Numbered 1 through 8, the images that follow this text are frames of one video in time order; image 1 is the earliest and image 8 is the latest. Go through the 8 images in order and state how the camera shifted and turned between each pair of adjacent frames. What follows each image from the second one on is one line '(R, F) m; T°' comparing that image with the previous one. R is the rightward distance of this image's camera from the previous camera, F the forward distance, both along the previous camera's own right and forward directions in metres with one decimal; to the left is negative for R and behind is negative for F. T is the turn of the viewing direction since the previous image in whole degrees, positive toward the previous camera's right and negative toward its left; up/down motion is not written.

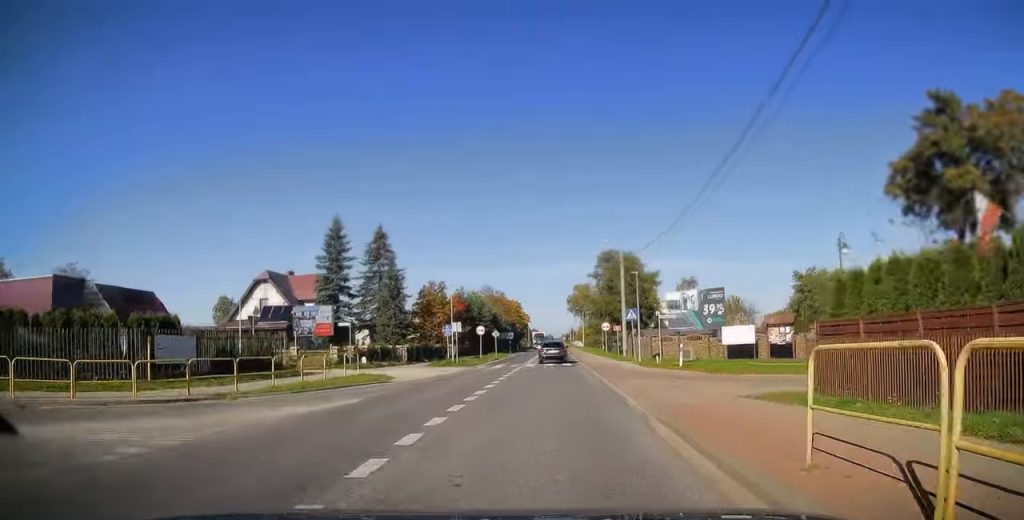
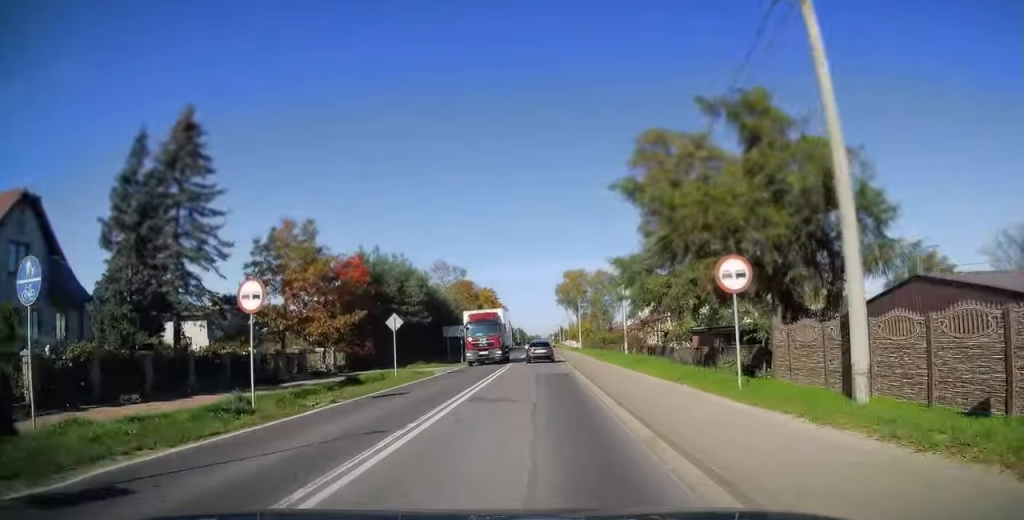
(+0.7, +37.7) m; +2°
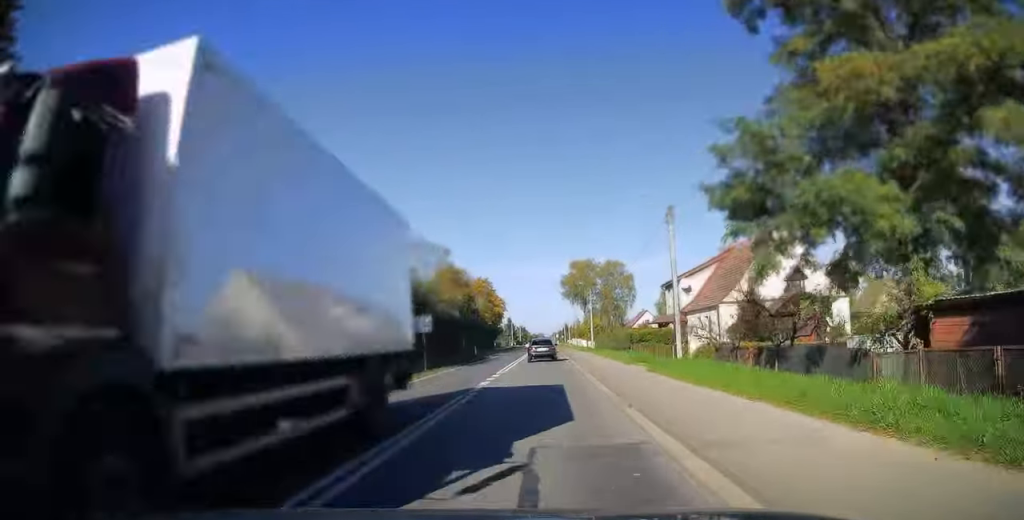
(0.0, +16.9) m; 0°
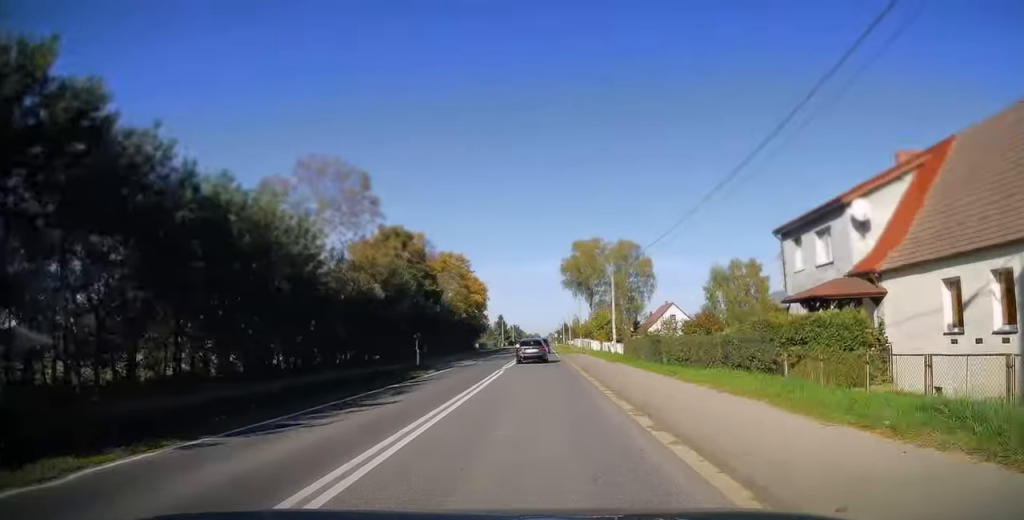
(+0.1, +28.5) m; 0°
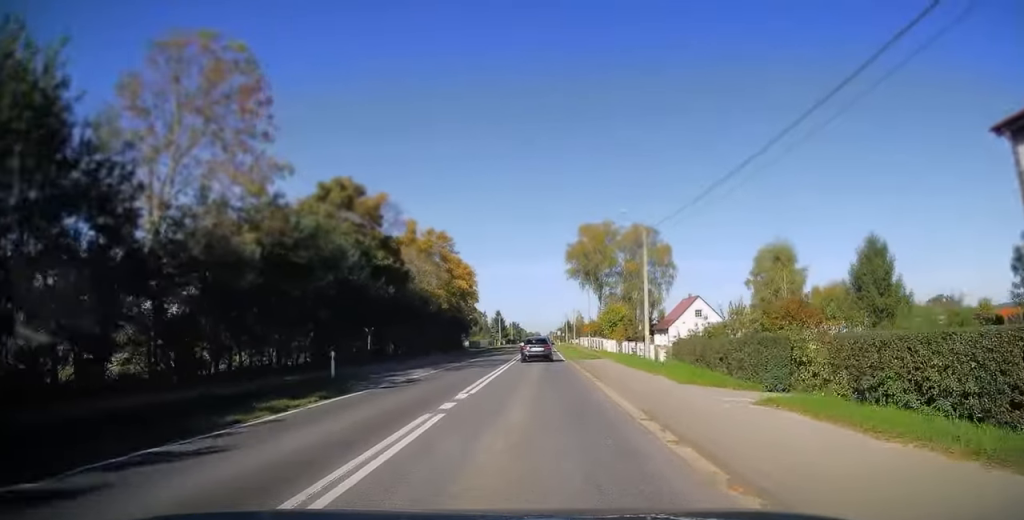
(0.0, +16.3) m; 0°
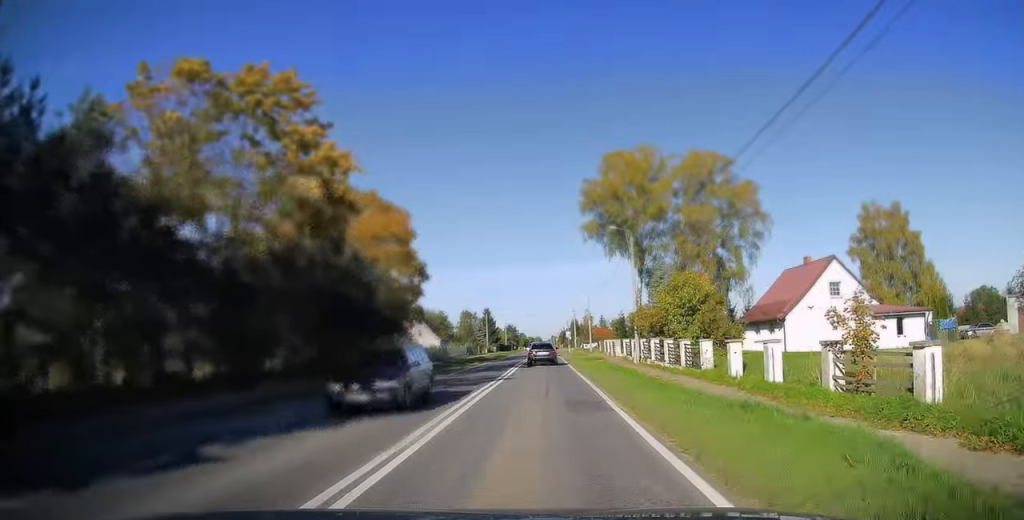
(0.0, +43.0) m; 0°
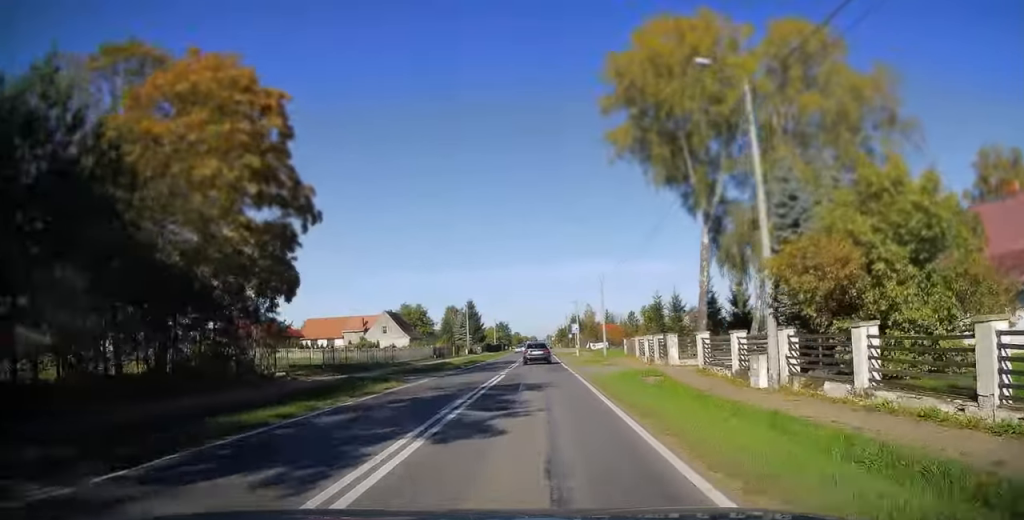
(0.0, +26.2) m; 0°
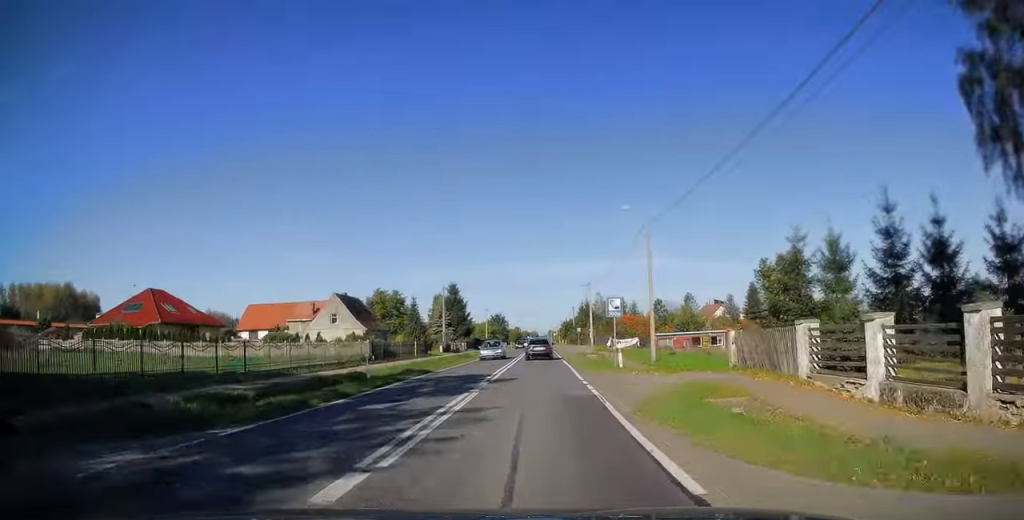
(0.0, +26.4) m; 0°
